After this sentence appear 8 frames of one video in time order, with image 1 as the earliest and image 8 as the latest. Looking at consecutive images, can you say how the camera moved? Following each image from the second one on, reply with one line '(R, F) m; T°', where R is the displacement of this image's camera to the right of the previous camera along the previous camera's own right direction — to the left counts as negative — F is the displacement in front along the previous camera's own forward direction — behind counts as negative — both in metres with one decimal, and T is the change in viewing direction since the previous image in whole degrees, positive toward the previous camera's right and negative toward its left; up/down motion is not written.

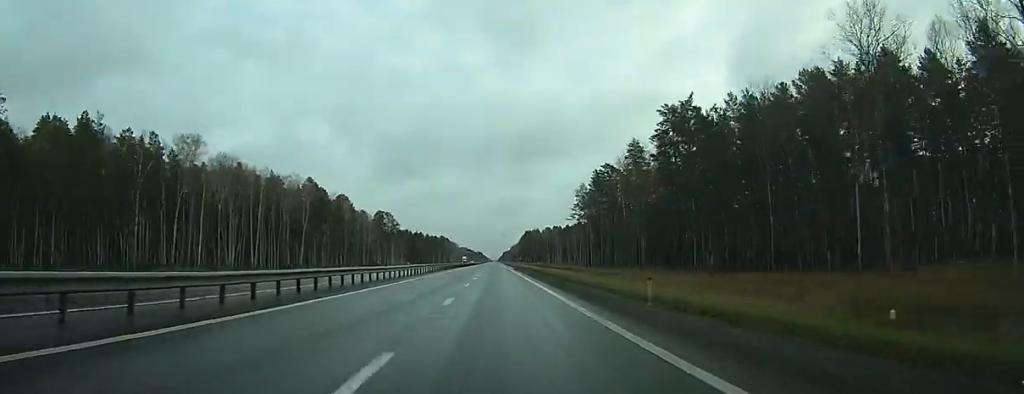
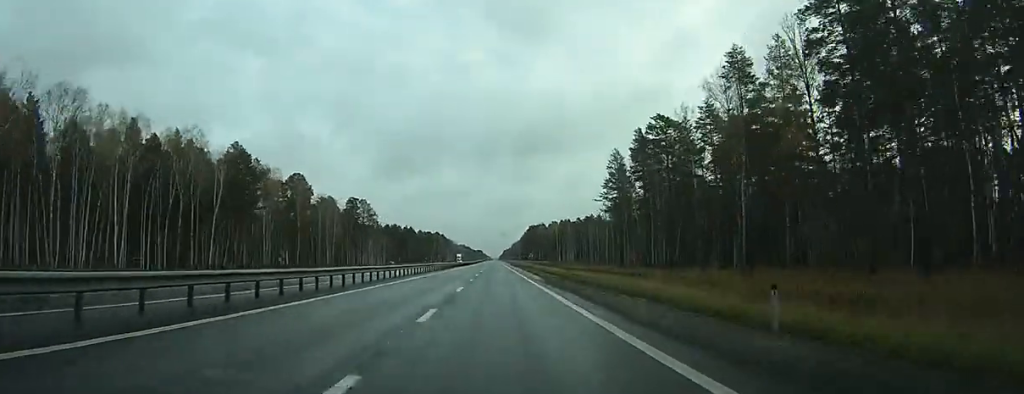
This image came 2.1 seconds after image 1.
(-0.3, +56.7) m; 0°
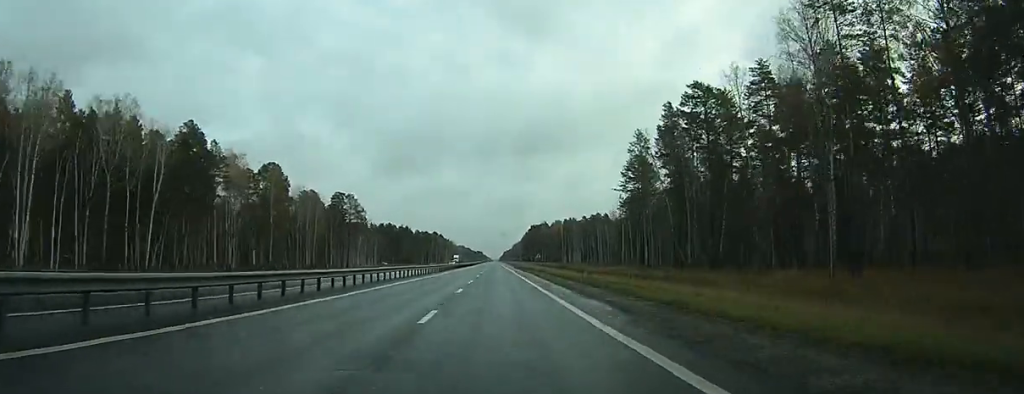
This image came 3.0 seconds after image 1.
(0.0, +24.6) m; 0°
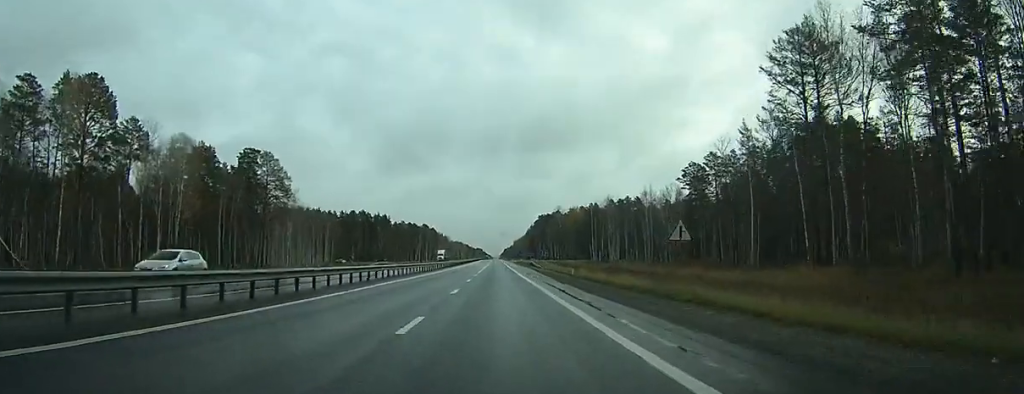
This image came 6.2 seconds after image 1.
(0.0, +89.5) m; 0°
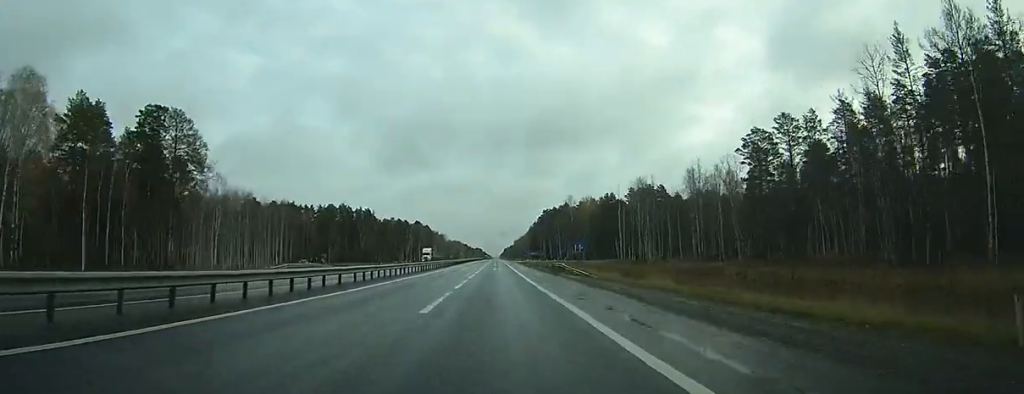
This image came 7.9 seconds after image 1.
(+0.2, +44.3) m; 0°
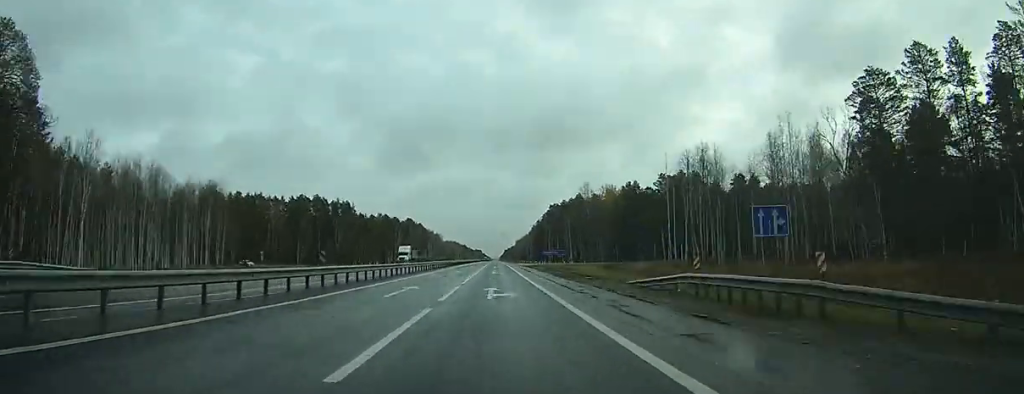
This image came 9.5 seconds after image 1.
(-0.5, +42.4) m; 0°
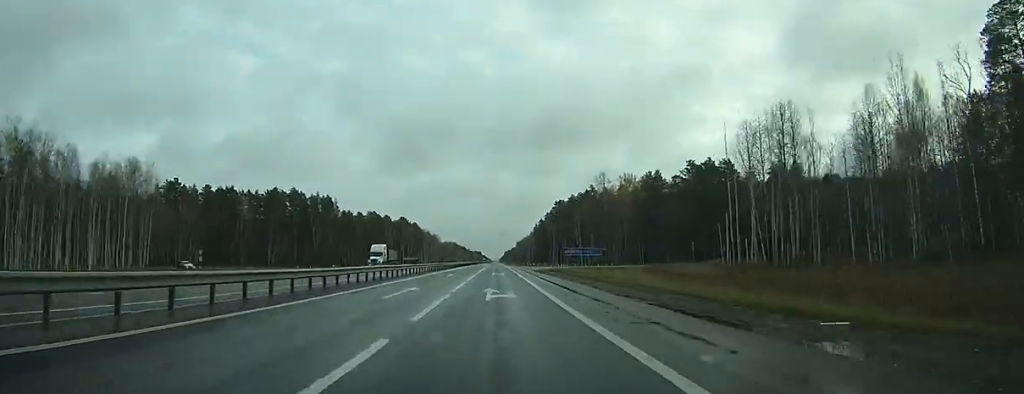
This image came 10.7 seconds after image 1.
(-0.1, +28.5) m; 0°
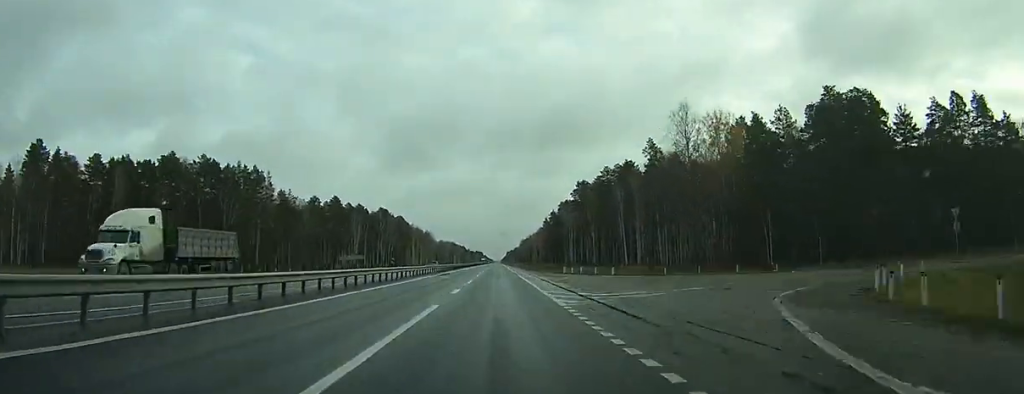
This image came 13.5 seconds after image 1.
(-0.1, +73.5) m; 0°
